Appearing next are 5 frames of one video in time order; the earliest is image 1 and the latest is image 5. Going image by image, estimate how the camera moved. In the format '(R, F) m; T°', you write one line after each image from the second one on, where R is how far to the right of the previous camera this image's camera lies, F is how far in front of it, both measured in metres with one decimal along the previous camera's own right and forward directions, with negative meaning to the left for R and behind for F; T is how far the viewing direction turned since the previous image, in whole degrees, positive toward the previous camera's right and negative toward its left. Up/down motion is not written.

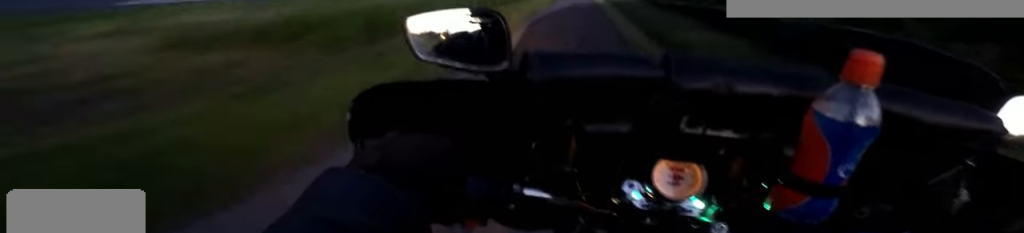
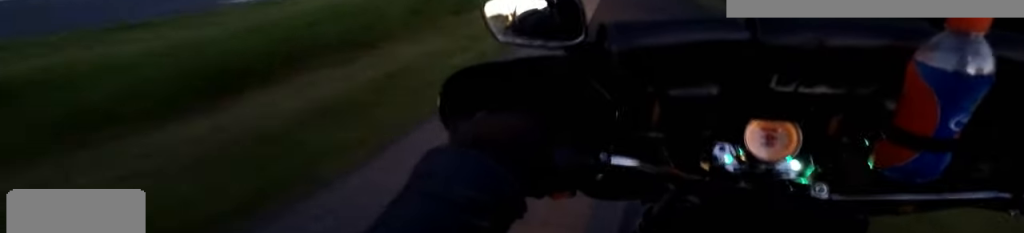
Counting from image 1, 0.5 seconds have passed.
(+0.2, +5.8) m; +1°
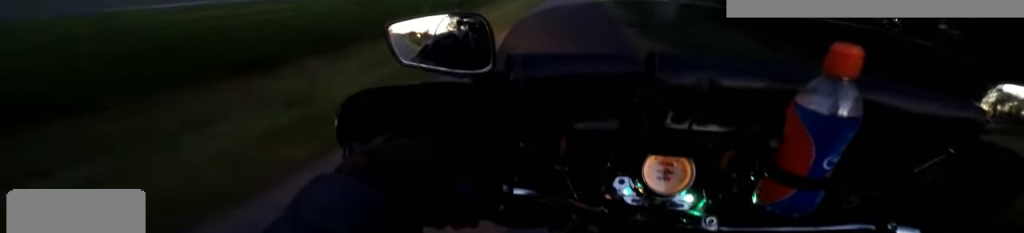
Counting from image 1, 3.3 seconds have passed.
(-1.4, +36.7) m; -4°
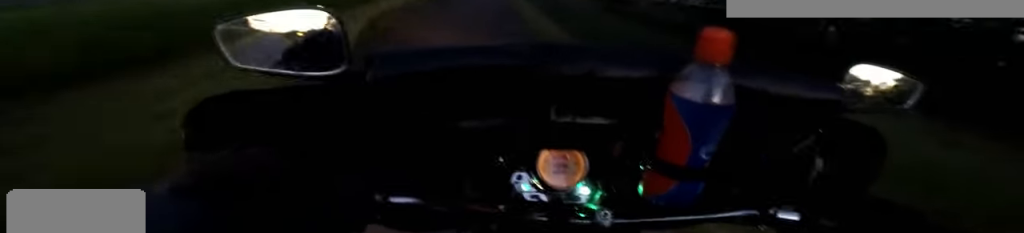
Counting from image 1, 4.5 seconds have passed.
(+0.2, +15.9) m; +1°
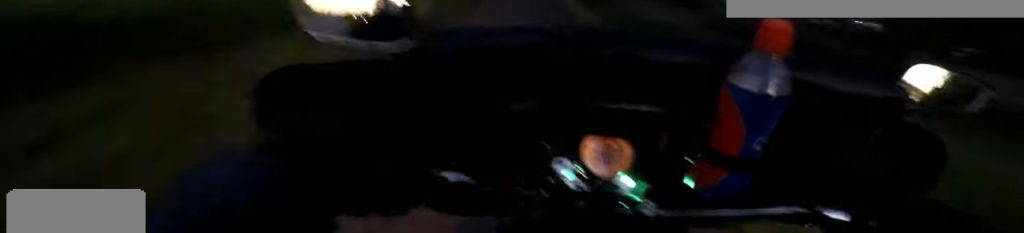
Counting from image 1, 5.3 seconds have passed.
(+0.2, +12.1) m; 0°
